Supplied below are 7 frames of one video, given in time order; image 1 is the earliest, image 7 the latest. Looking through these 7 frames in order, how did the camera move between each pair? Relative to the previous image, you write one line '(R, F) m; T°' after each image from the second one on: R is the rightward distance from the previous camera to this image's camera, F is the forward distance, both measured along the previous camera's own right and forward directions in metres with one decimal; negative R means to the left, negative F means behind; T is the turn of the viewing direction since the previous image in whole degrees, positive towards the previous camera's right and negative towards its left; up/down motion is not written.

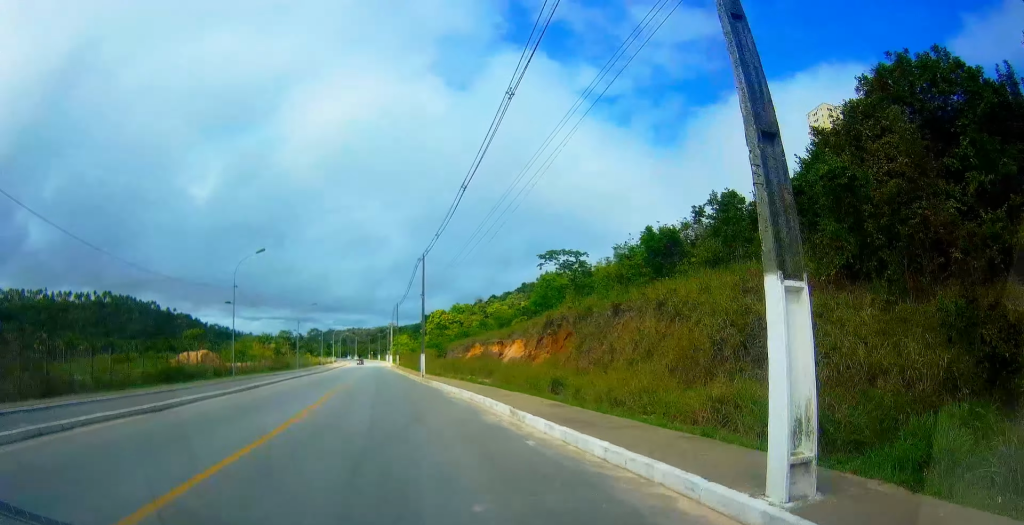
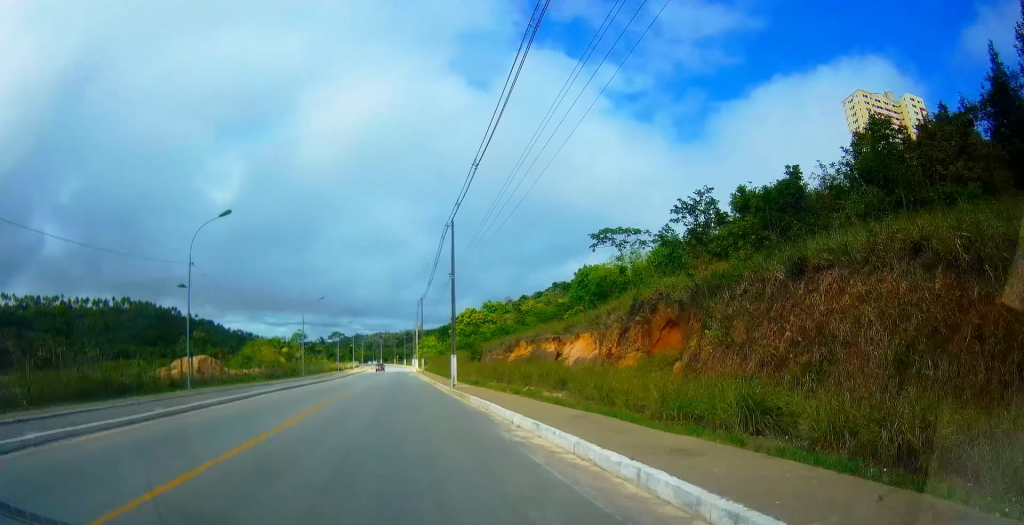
(-0.5, +12.2) m; -2°
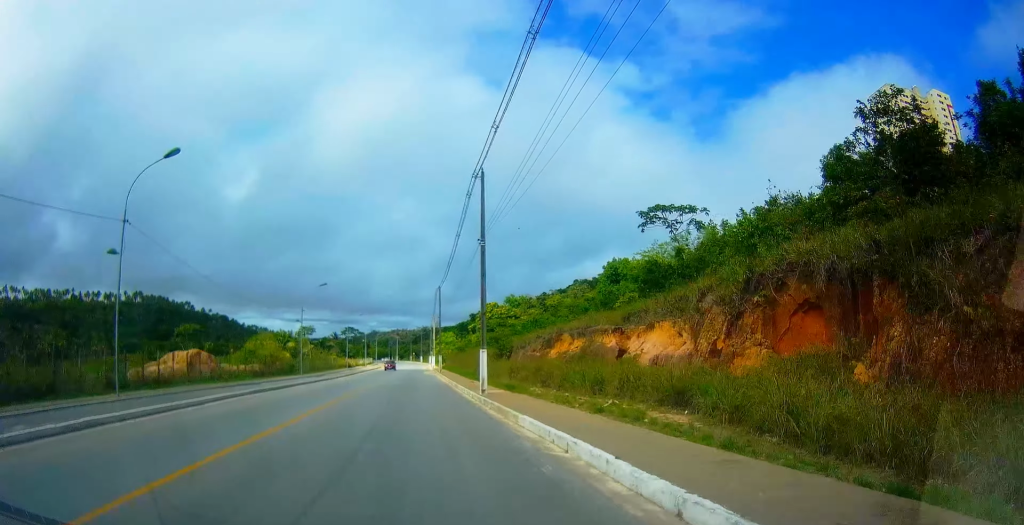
(0.0, +8.9) m; 0°
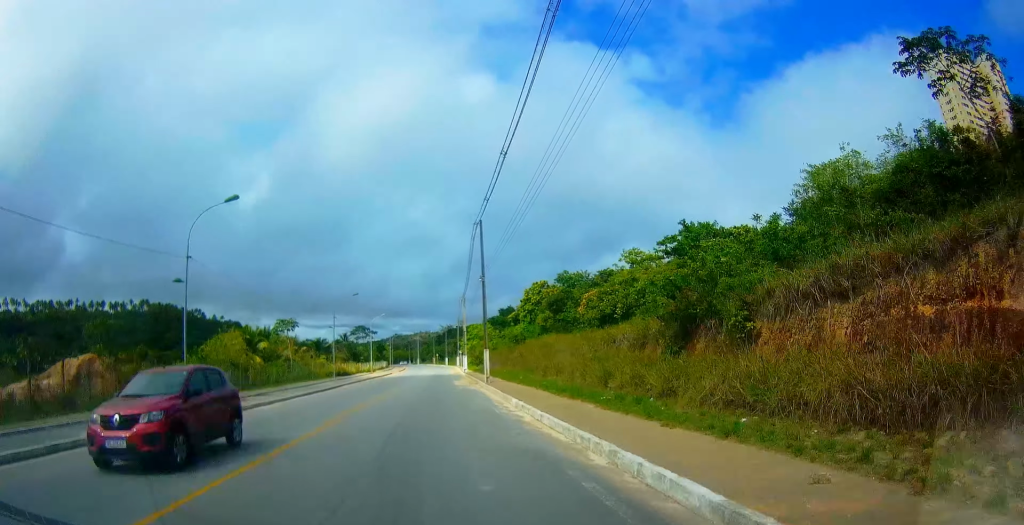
(-1.3, +31.8) m; -4°
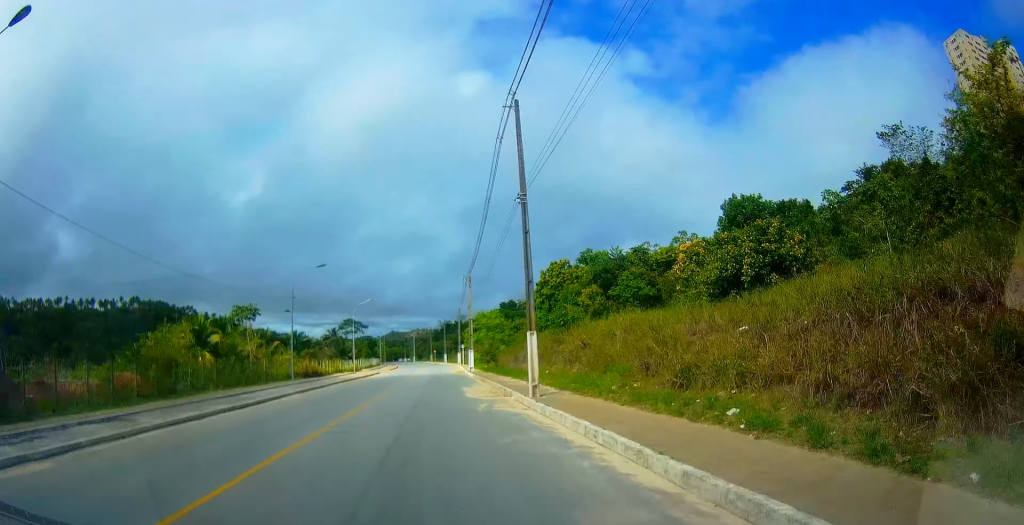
(+0.3, +16.7) m; +2°
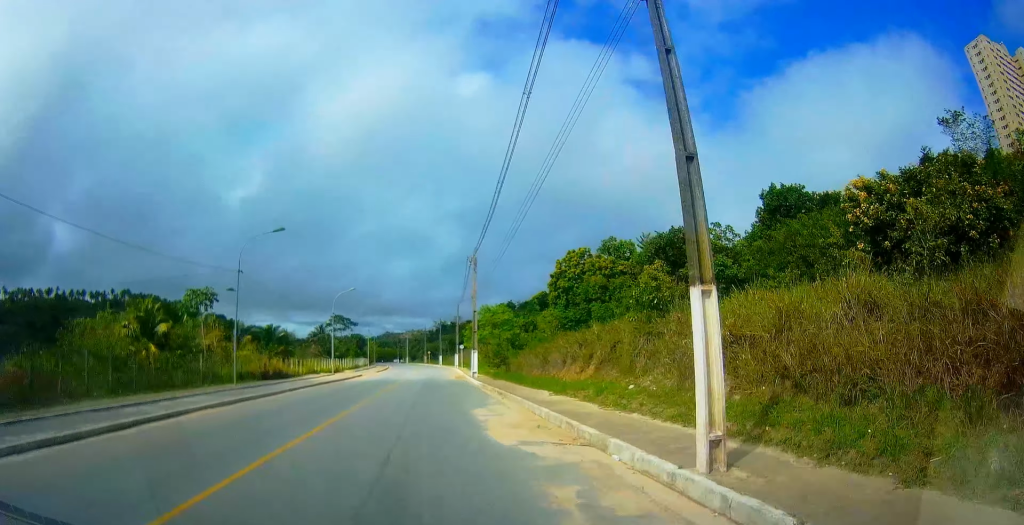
(0.0, +11.6) m; 0°
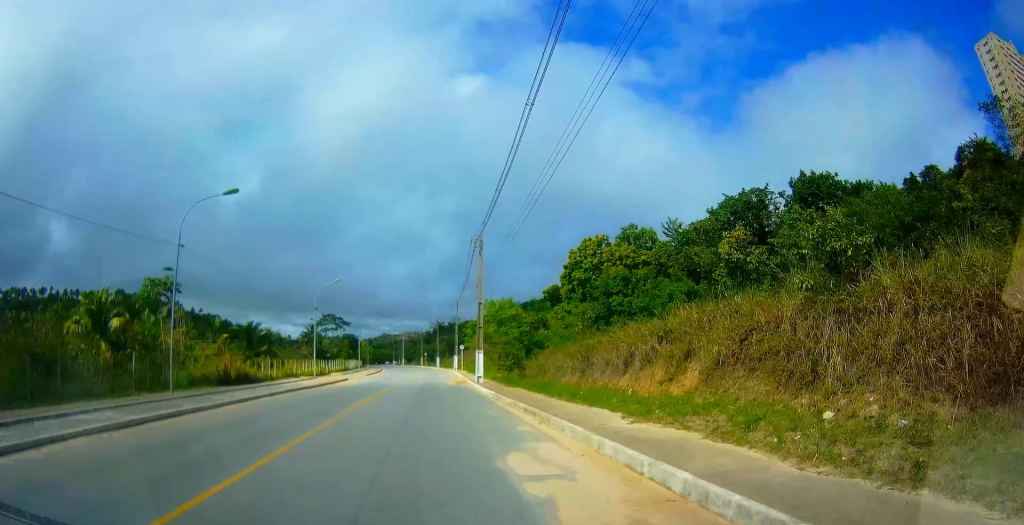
(0.0, +7.6) m; 0°
